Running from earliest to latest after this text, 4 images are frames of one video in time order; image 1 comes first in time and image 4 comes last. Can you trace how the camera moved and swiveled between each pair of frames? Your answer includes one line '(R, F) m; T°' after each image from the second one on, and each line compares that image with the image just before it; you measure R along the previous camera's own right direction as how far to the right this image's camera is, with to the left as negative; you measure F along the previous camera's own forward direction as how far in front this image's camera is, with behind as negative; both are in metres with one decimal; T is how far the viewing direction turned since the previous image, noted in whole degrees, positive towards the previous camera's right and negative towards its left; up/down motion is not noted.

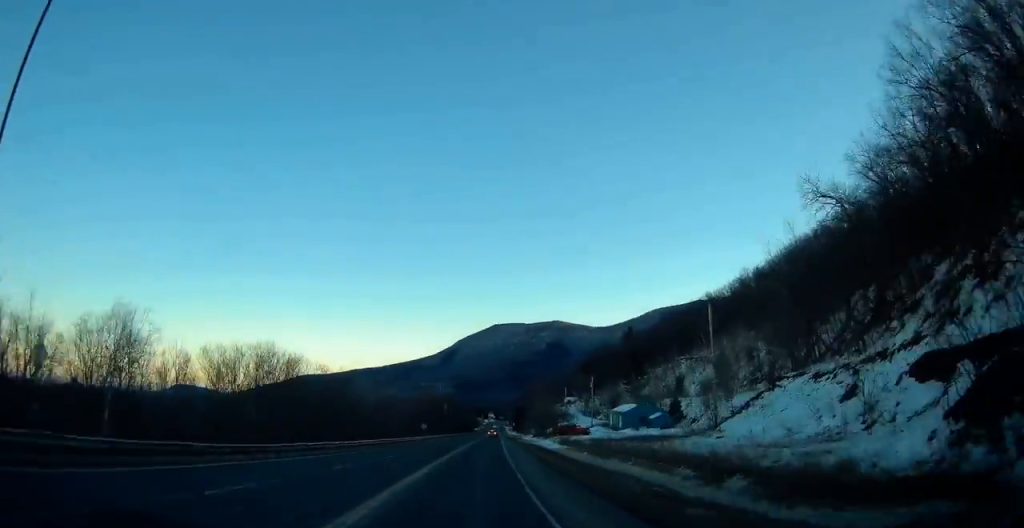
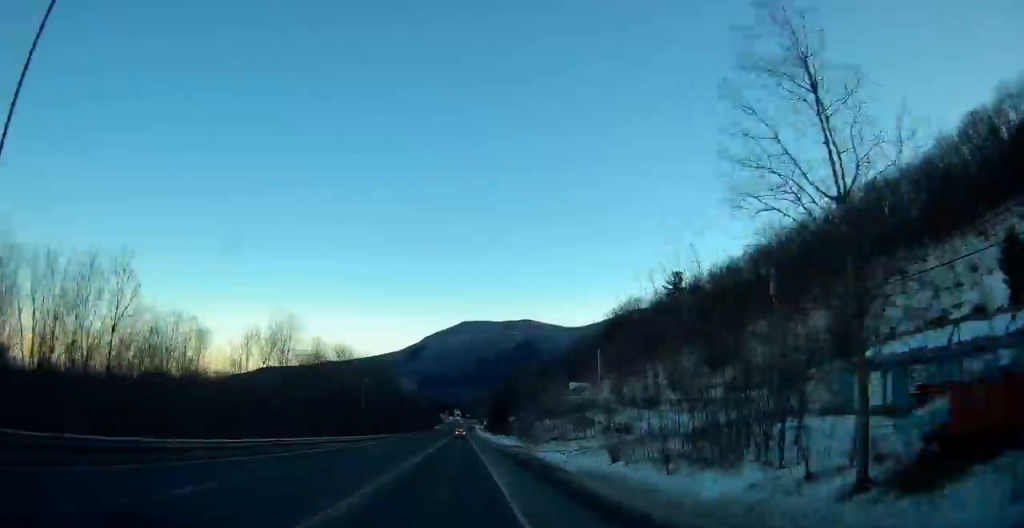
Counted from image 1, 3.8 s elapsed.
(+10.3, +95.9) m; +5°
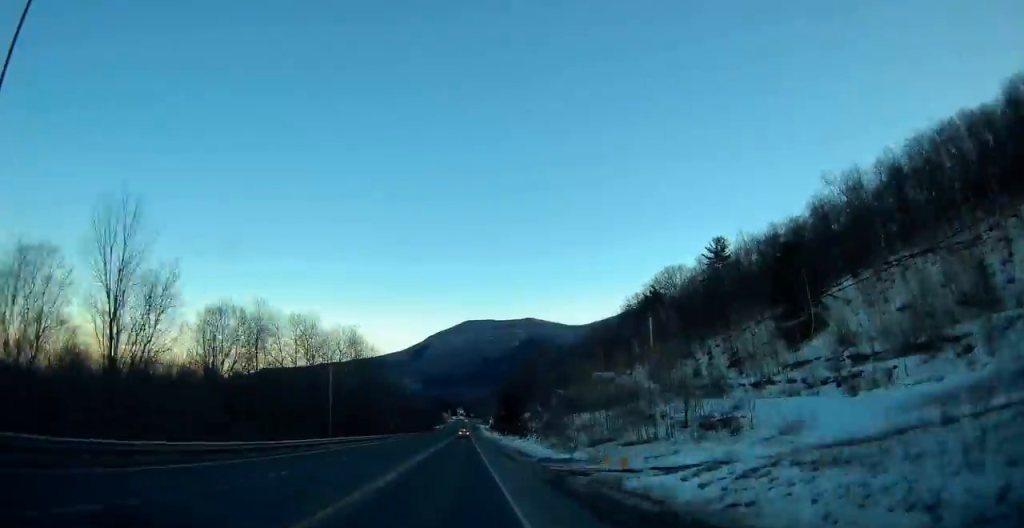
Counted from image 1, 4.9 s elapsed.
(-0.8, +28.7) m; -2°
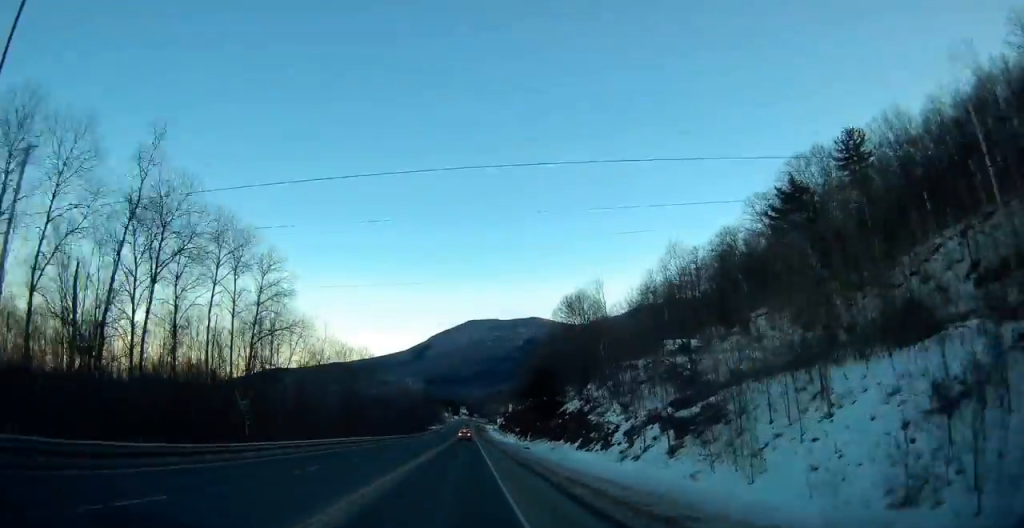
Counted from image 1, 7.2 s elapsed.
(-4.2, +57.6) m; -2°
